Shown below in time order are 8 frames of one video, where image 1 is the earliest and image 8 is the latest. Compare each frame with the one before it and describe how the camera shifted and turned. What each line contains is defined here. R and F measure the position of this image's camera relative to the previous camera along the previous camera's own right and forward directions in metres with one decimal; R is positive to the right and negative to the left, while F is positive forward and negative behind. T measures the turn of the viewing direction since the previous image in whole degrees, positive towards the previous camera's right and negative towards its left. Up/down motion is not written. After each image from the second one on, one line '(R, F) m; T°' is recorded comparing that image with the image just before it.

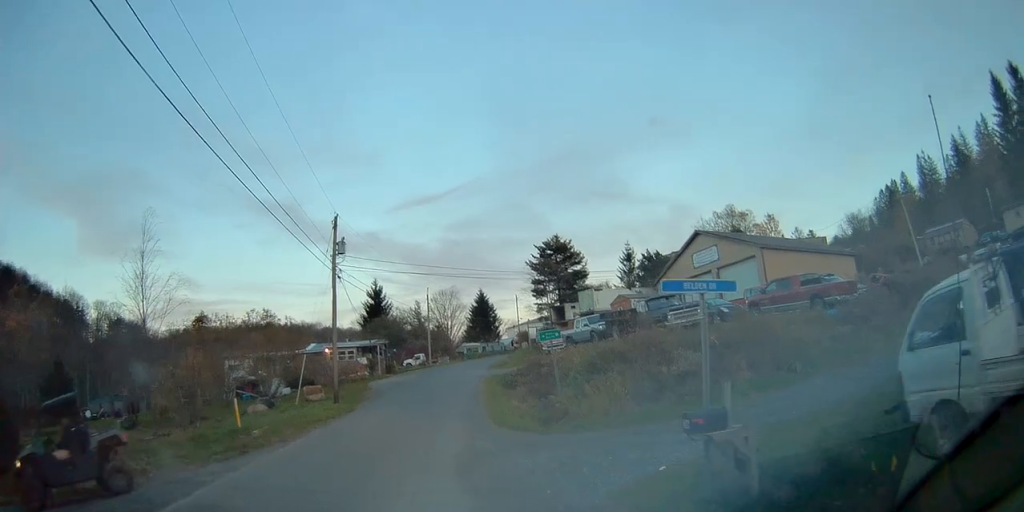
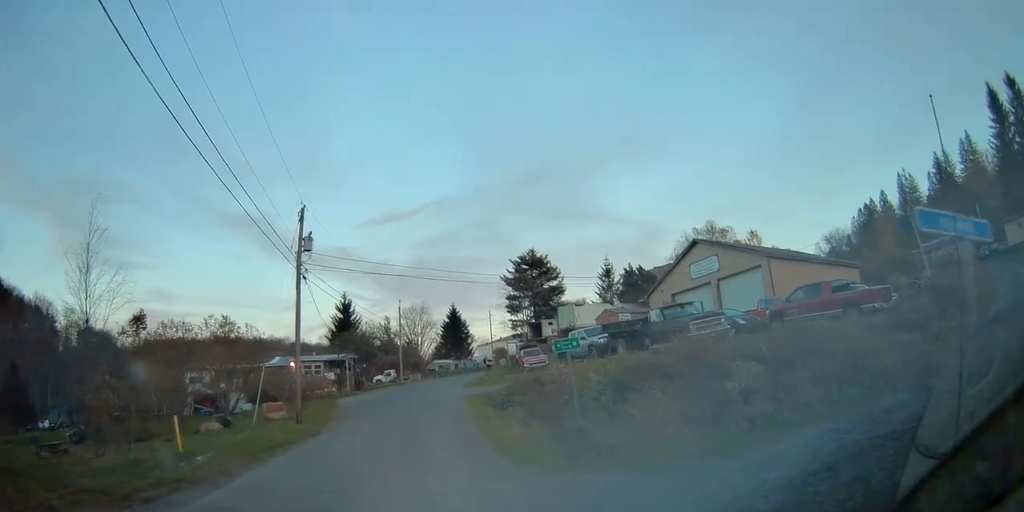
(+0.1, +3.7) m; +4°
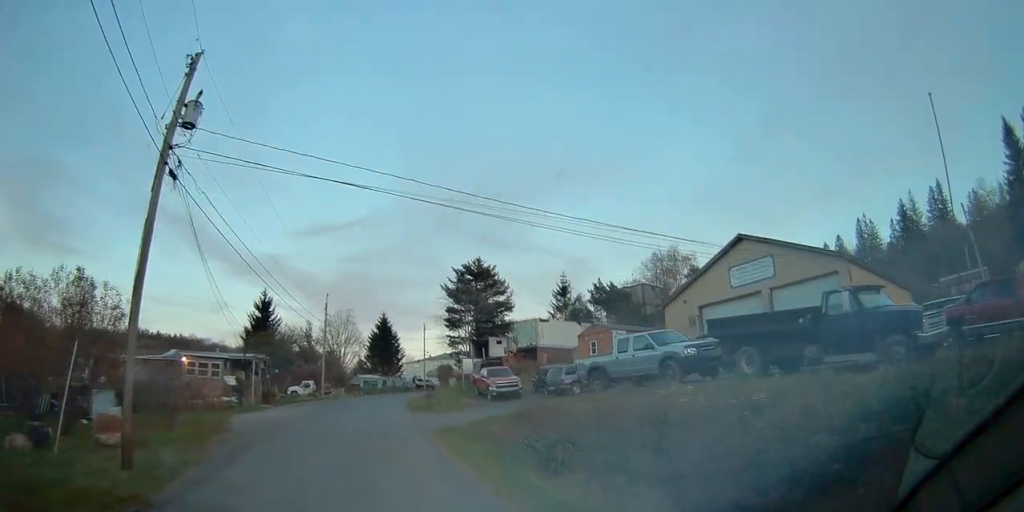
(+0.7, +11.1) m; +7°
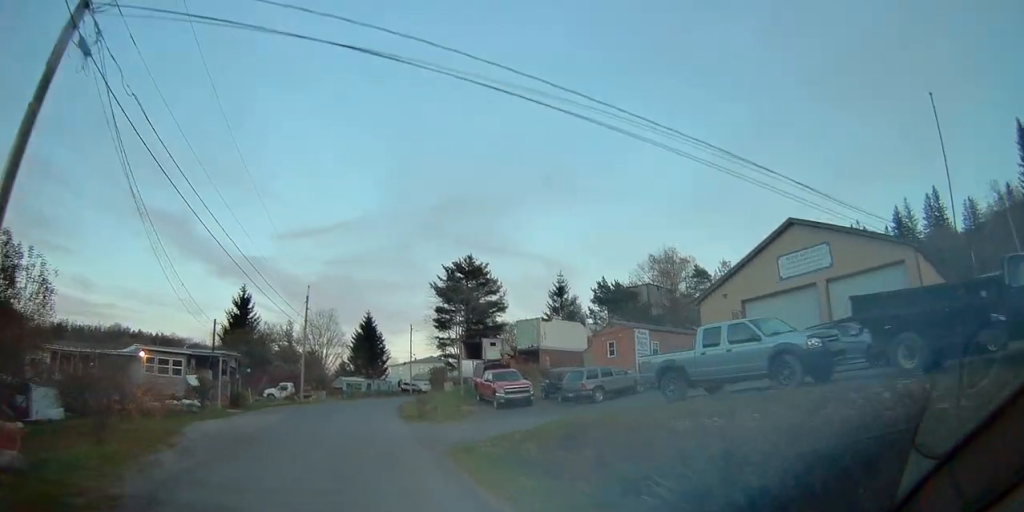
(+0.1, +4.9) m; +2°
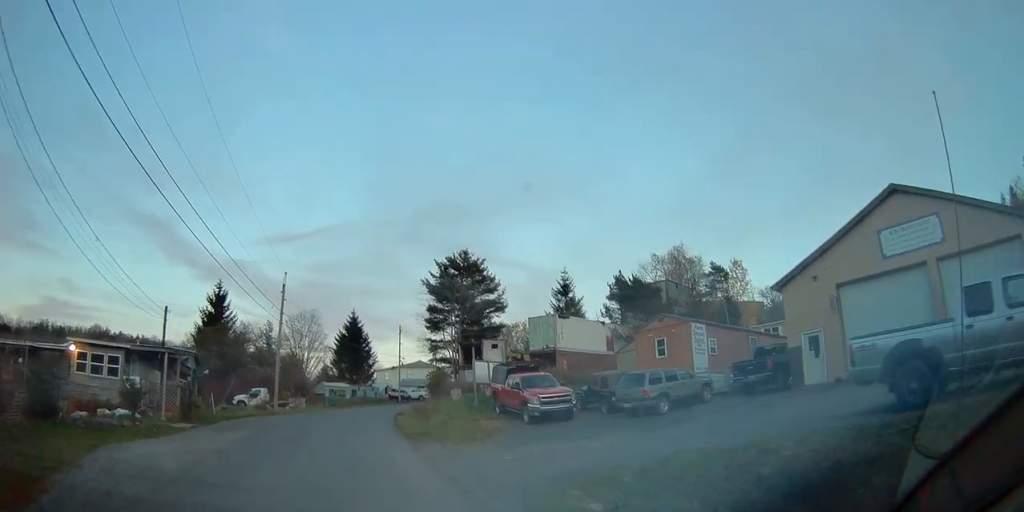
(+0.3, +7.1) m; +2°
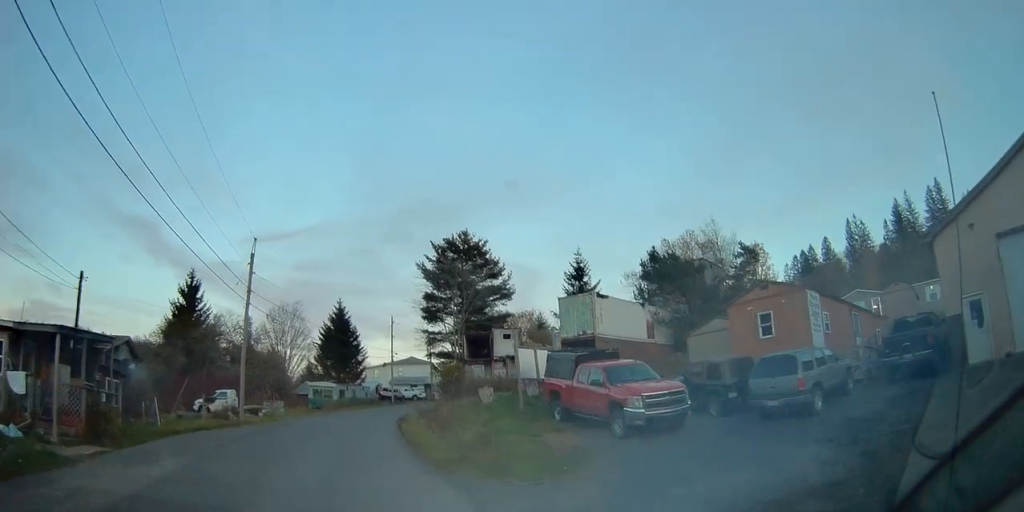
(0.0, +8.5) m; +2°
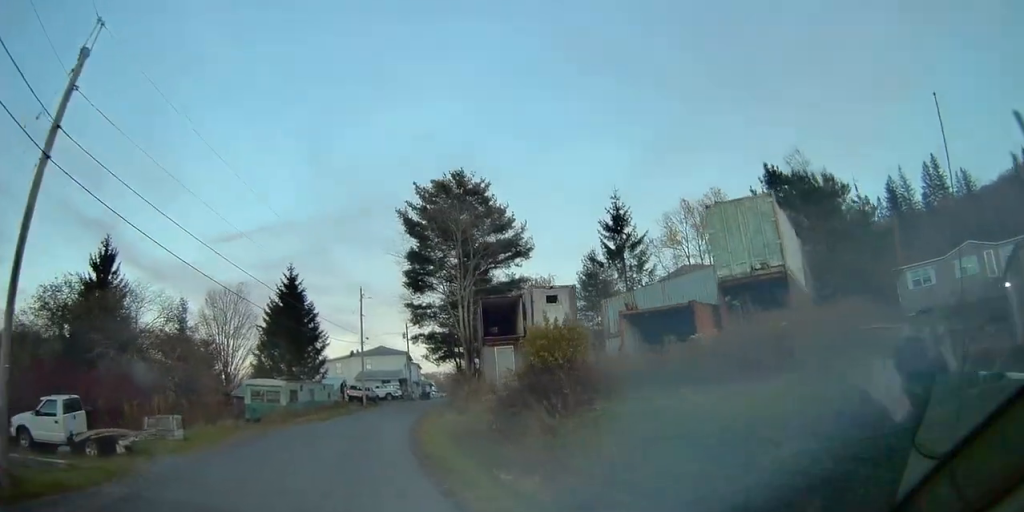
(+0.8, +18.1) m; +3°
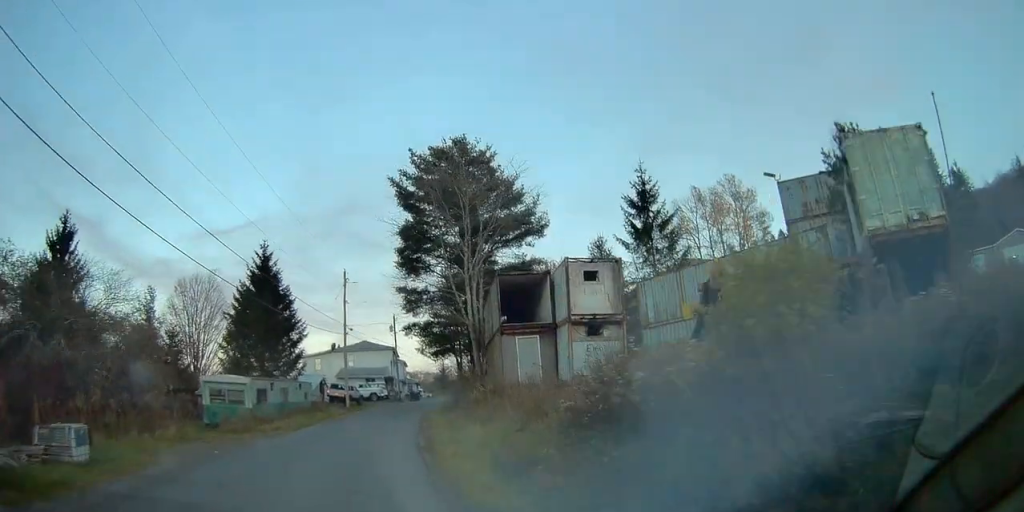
(-0.2, +6.9) m; +1°
